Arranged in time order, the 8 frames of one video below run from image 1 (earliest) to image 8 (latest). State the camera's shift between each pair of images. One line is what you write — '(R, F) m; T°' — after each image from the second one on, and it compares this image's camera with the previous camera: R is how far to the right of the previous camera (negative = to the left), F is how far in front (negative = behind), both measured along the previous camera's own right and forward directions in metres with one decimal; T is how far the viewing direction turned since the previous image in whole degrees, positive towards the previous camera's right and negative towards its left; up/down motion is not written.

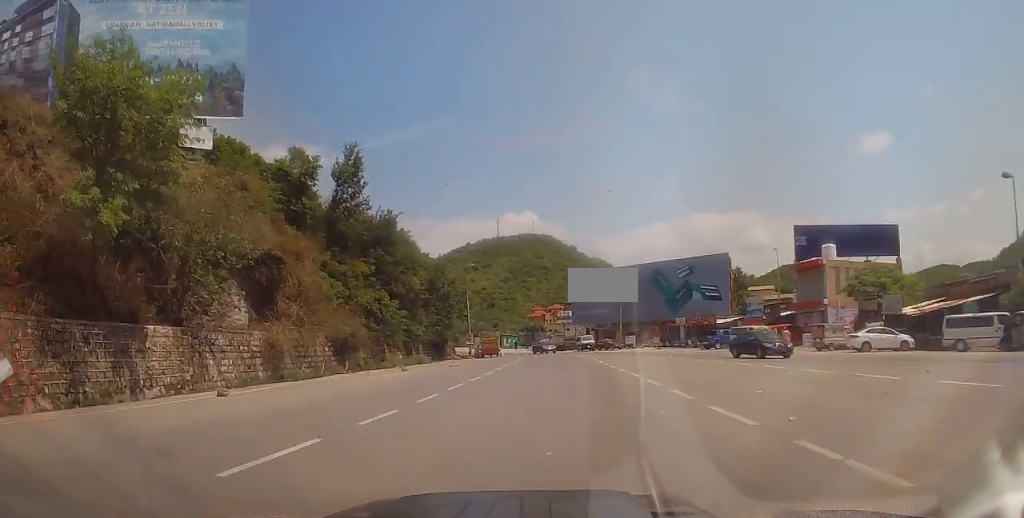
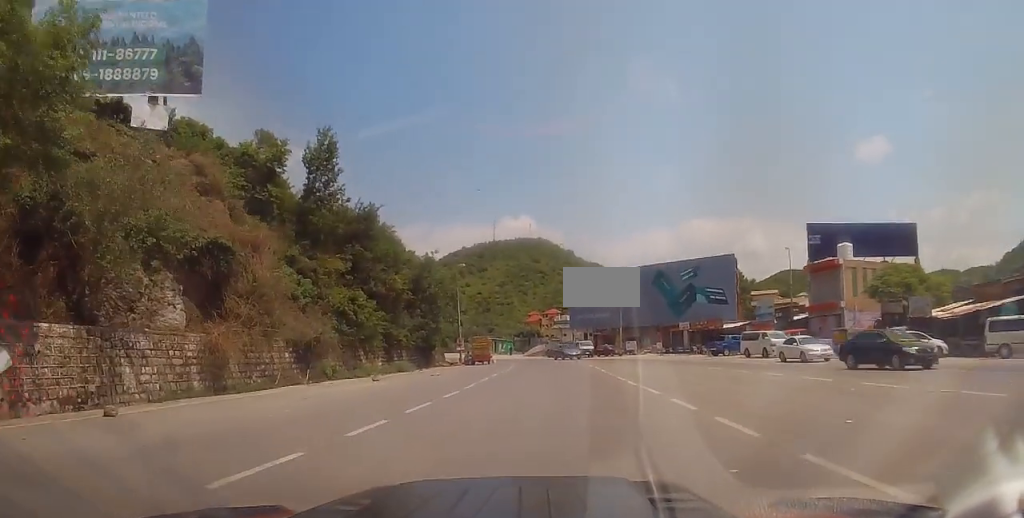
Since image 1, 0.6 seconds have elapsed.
(-0.1, +4.0) m; -1°
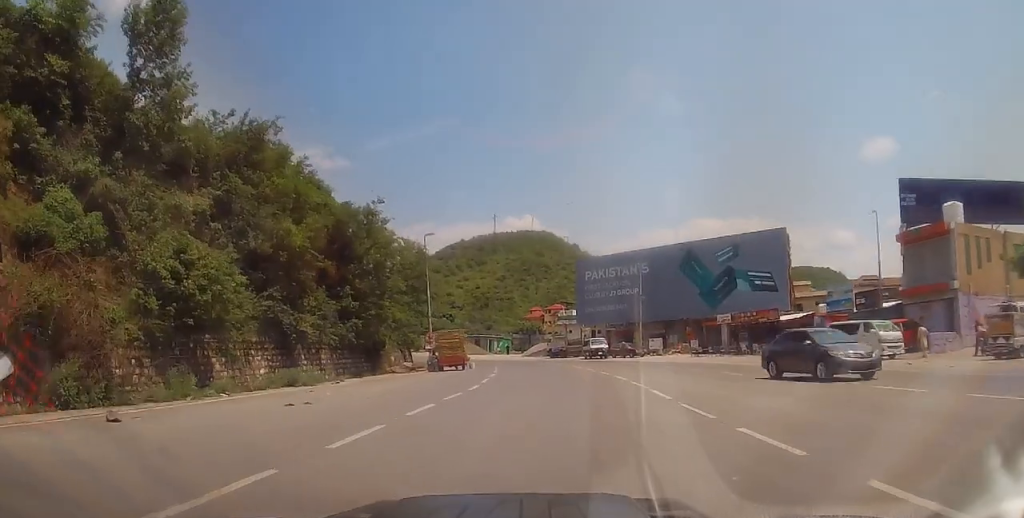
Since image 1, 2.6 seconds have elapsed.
(-0.8, +15.7) m; -2°
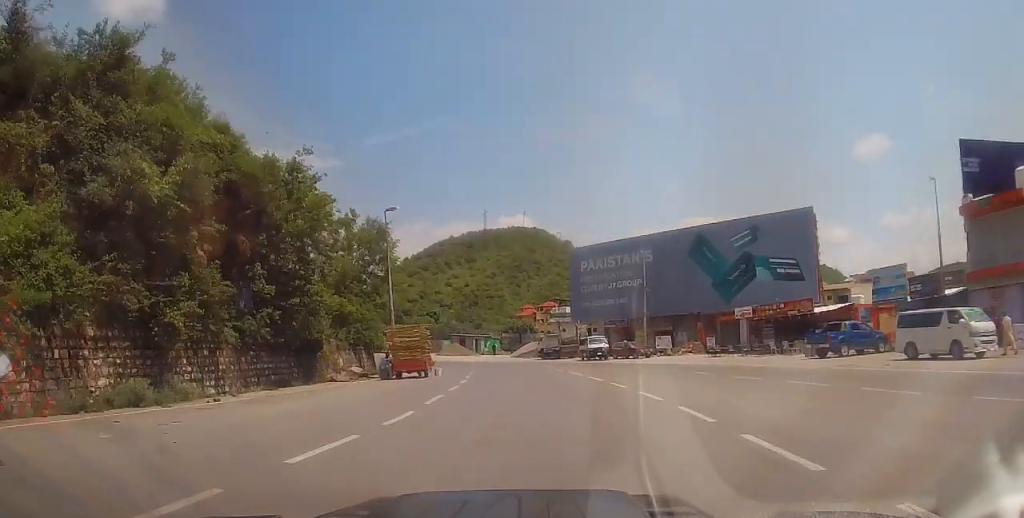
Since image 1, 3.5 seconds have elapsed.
(+0.3, +8.2) m; +3°
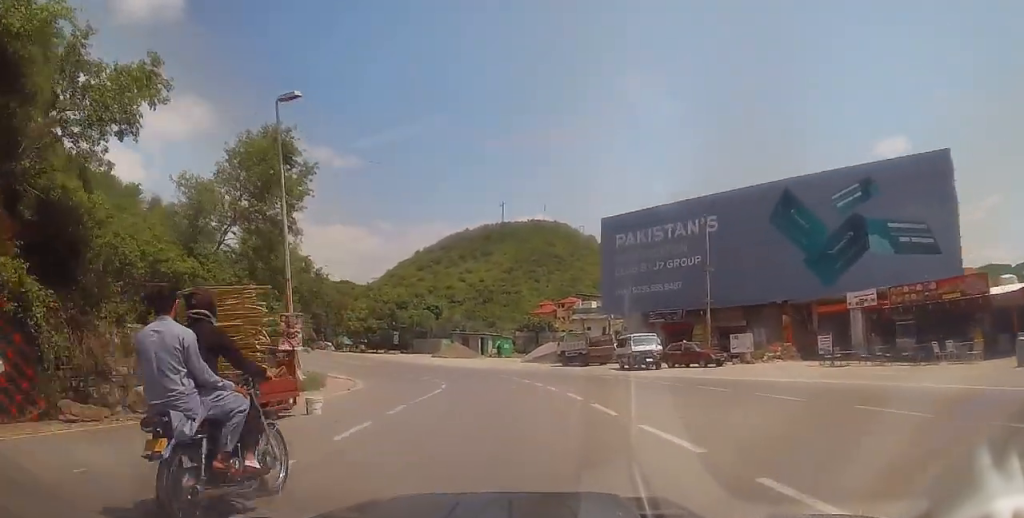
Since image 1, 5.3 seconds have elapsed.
(-0.3, +16.5) m; -4°
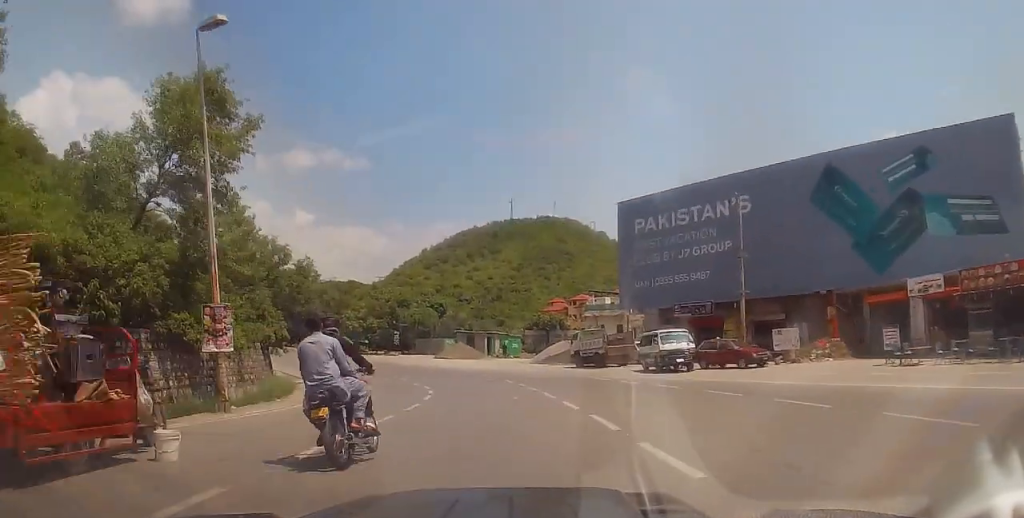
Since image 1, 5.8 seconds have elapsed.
(-0.3, +5.1) m; -1°
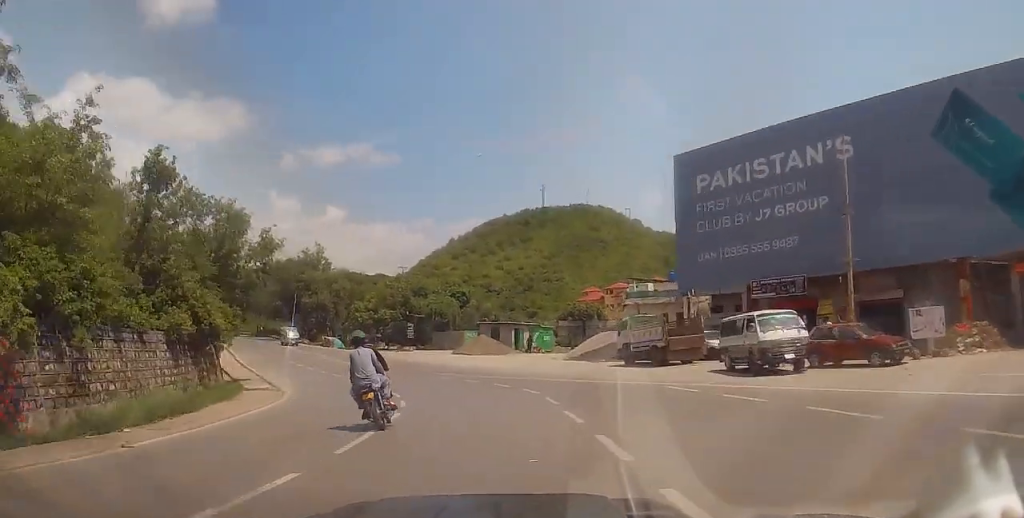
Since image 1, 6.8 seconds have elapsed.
(+0.3, +9.6) m; -4°
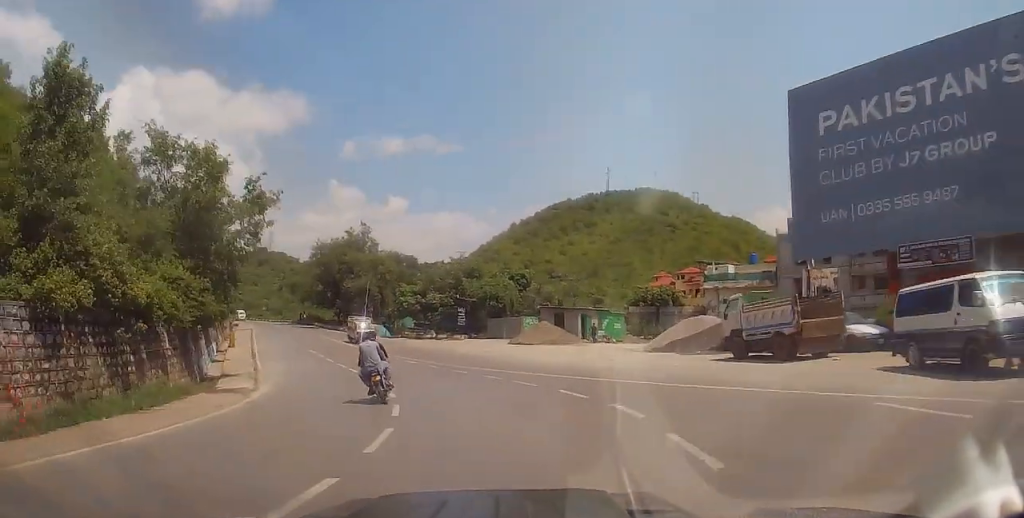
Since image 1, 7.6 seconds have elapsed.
(-0.8, +8.3) m; -6°
